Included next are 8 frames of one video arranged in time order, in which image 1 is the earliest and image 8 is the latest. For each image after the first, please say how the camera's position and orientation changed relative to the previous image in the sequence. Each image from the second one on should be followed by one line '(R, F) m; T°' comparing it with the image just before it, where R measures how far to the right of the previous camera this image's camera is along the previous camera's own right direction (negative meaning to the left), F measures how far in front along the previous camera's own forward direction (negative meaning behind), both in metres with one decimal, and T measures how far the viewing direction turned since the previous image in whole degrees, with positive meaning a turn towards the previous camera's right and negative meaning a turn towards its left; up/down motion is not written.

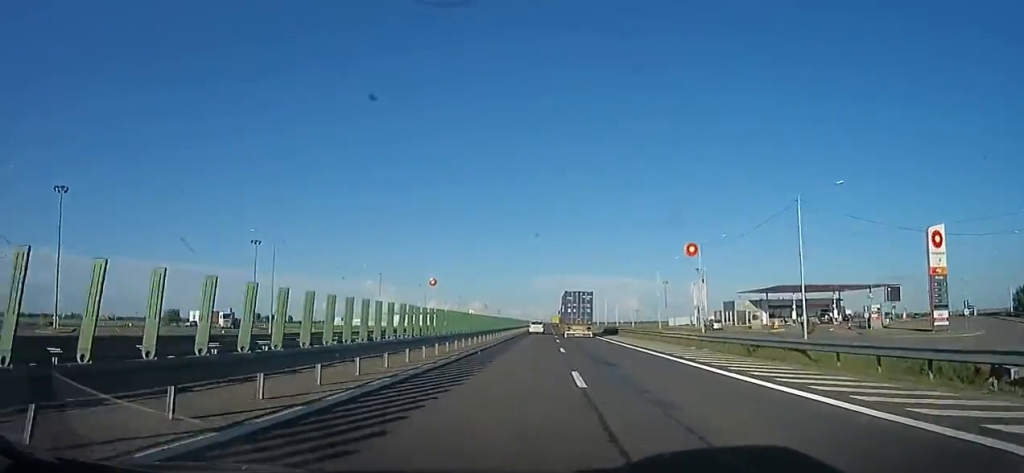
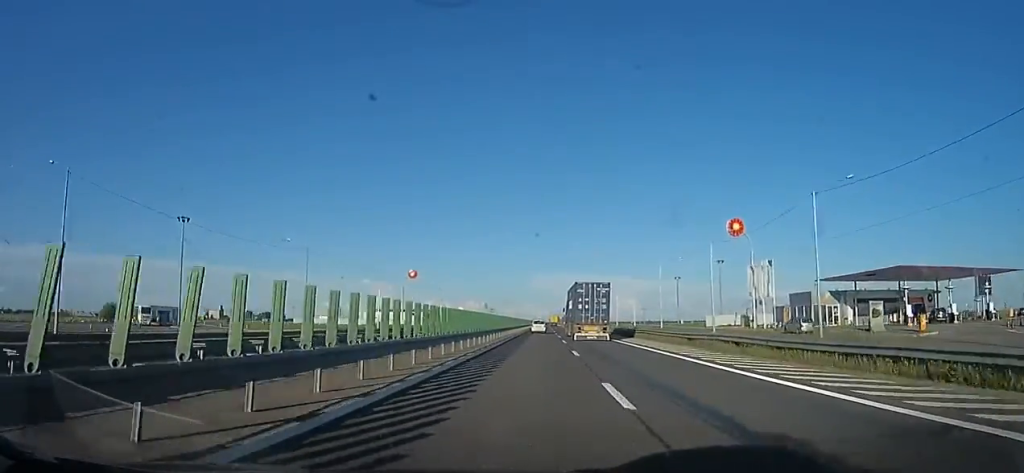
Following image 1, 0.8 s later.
(+0.7, +26.8) m; 0°
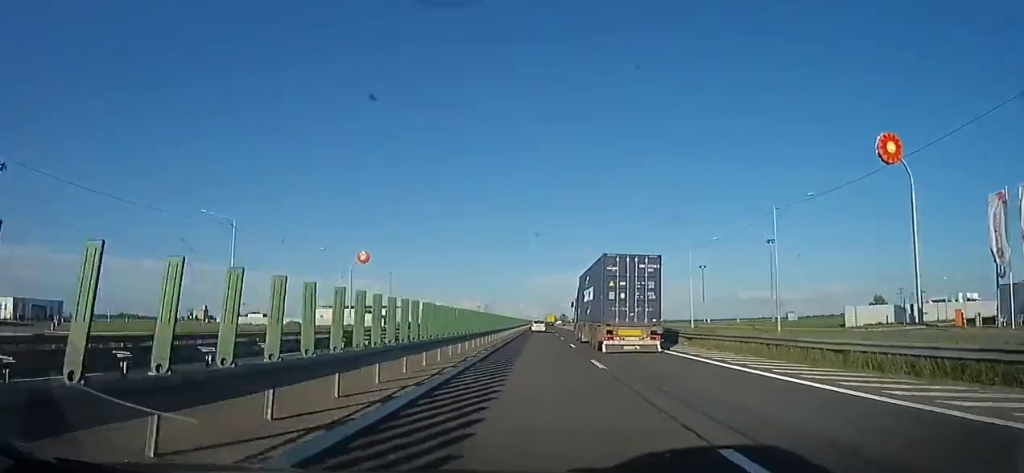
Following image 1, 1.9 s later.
(-0.8, +41.9) m; 0°
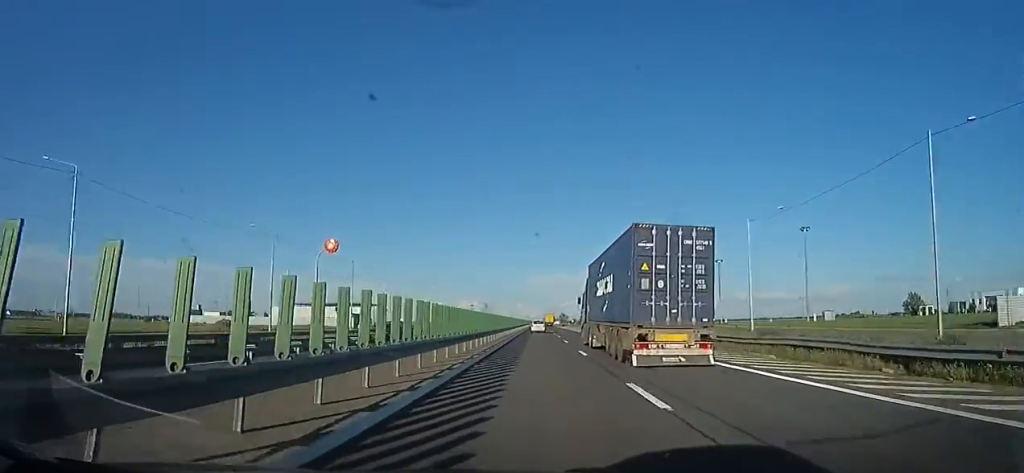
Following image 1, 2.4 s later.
(+0.8, +18.7) m; 0°
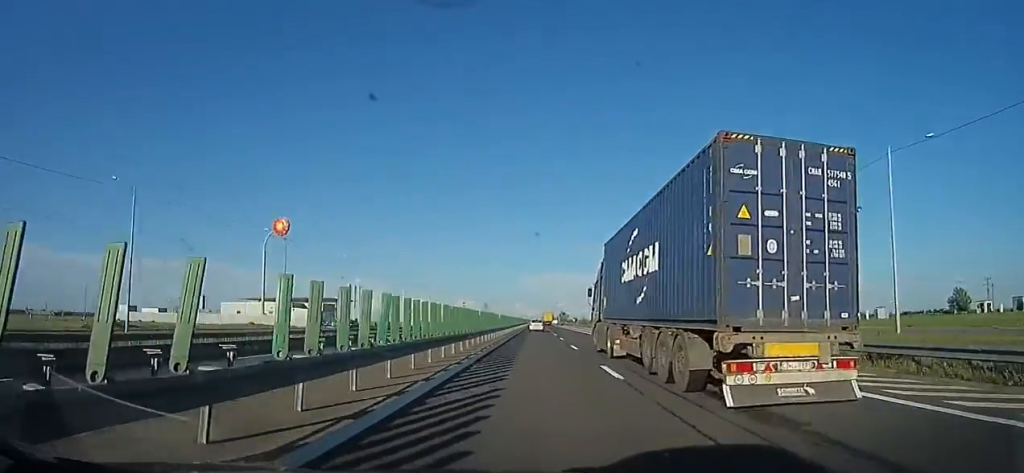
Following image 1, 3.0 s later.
(-0.4, +21.1) m; 0°
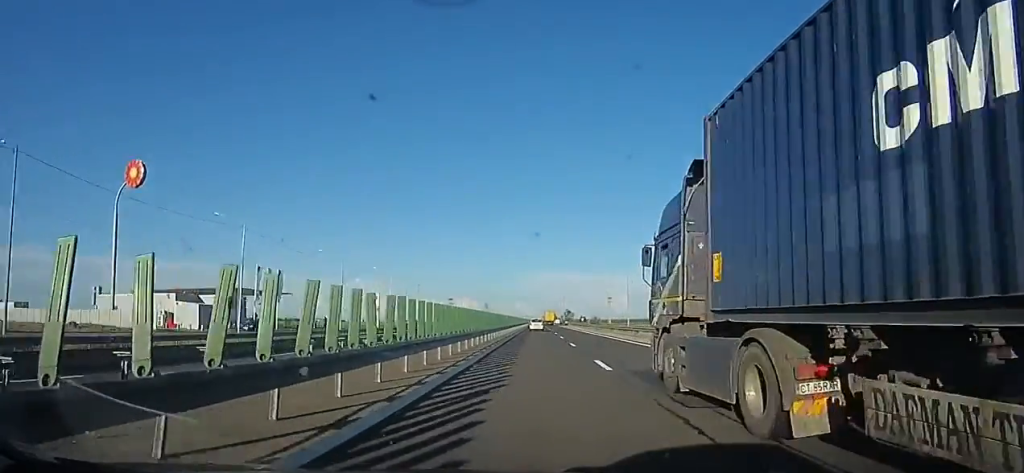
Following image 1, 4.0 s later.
(-0.4, +34.5) m; 0°
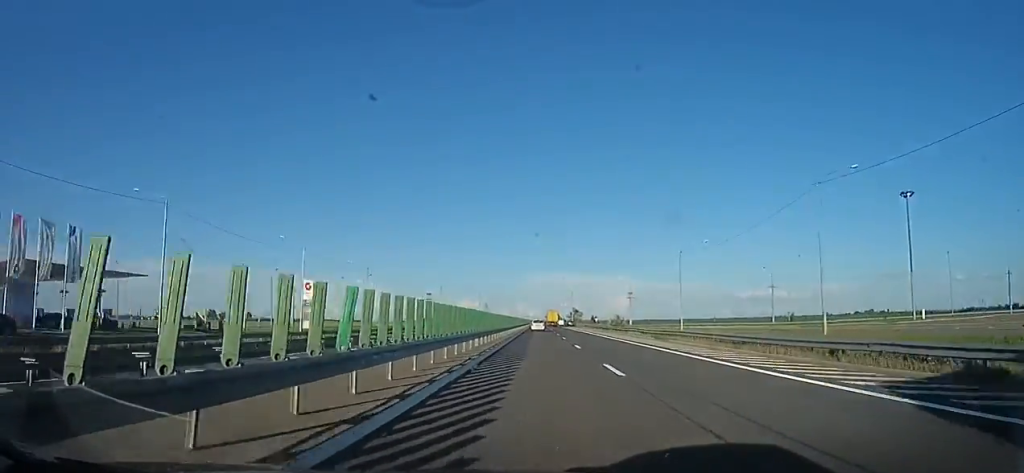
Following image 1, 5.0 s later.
(+0.4, +37.7) m; 0°
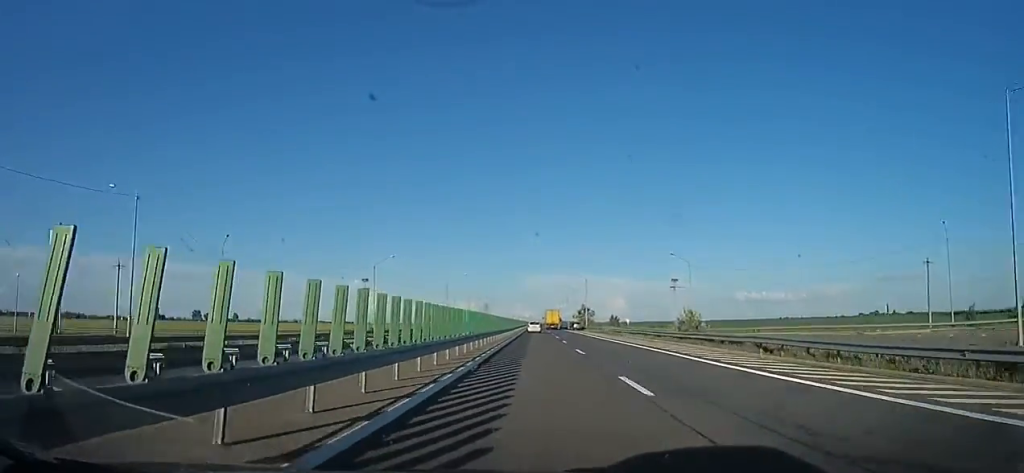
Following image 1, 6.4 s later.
(+0.3, +51.7) m; +2°
